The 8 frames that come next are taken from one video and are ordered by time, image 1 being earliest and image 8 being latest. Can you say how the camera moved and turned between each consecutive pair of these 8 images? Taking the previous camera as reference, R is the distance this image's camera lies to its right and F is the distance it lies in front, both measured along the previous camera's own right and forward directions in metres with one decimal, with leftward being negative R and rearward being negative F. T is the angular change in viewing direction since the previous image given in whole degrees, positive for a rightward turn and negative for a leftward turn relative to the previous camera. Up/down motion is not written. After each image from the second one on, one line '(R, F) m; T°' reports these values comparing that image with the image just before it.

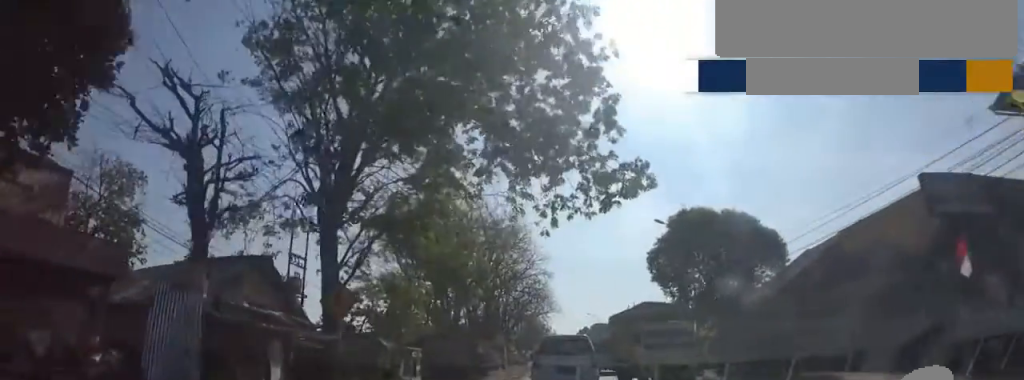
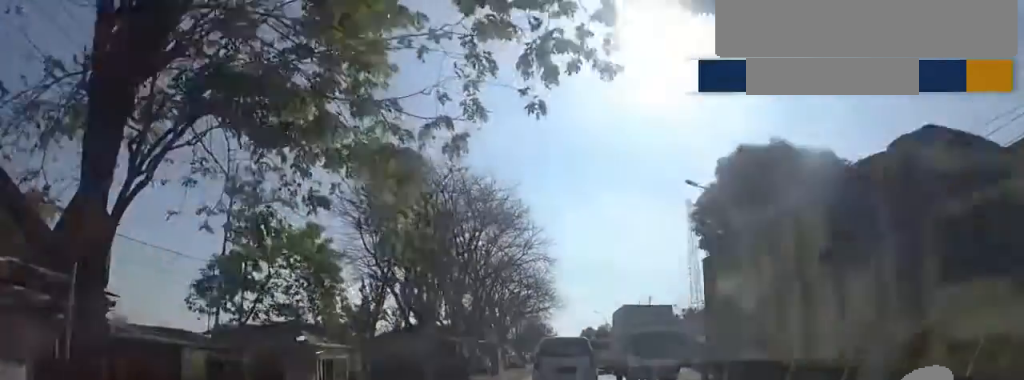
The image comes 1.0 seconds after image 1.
(0.0, +7.0) m; 0°
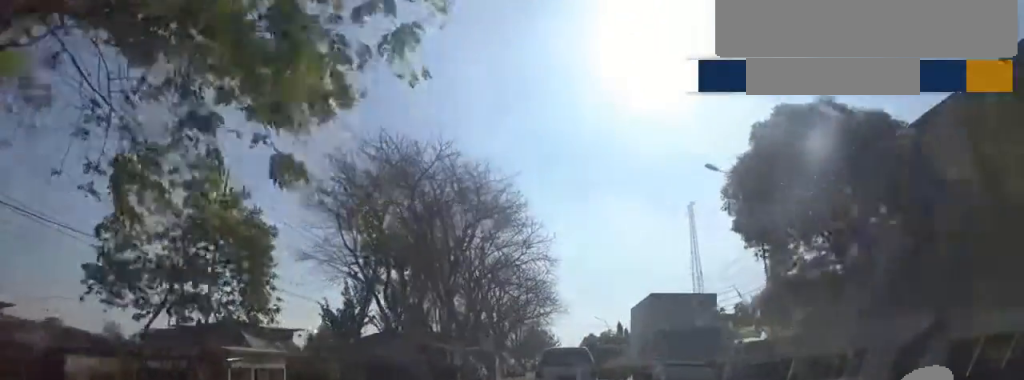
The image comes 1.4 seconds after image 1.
(0.0, +3.1) m; 0°
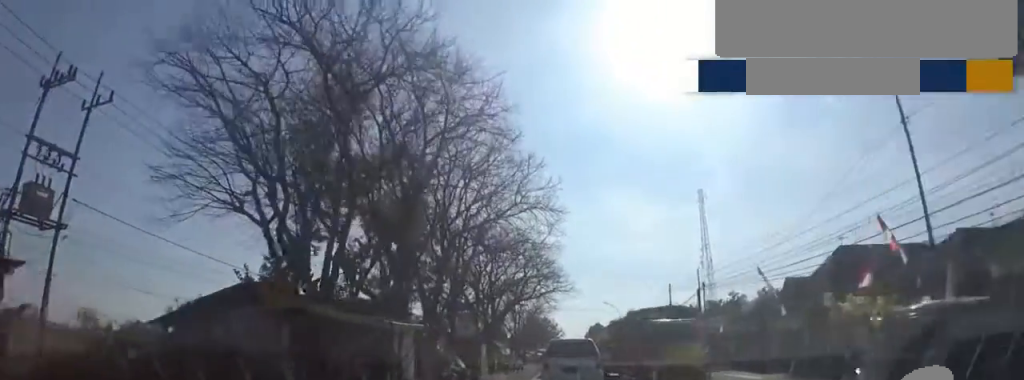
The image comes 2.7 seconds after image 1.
(0.0, +9.9) m; 0°
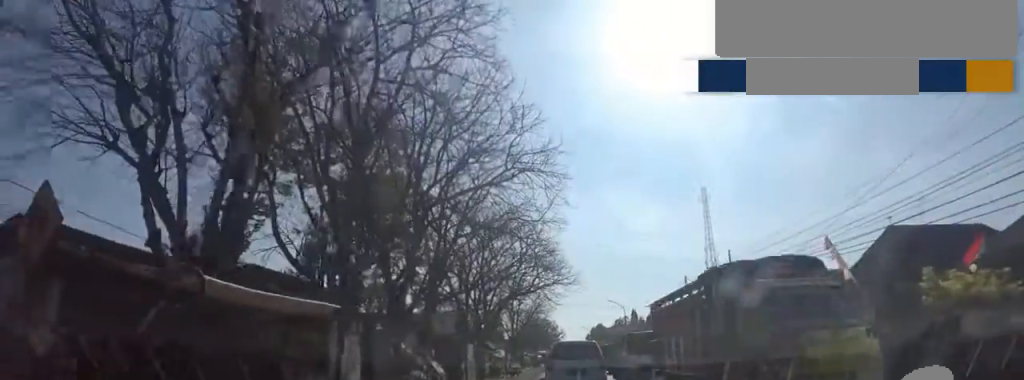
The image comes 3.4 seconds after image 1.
(0.0, +5.1) m; 0°
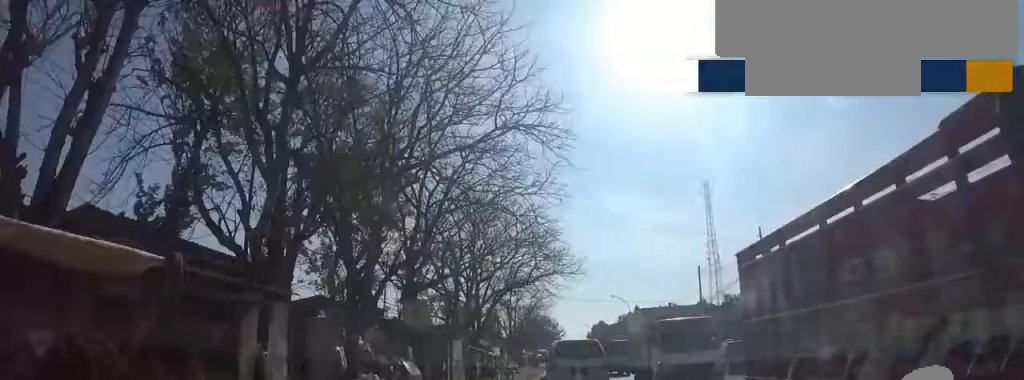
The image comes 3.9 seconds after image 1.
(0.0, +3.6) m; 0°
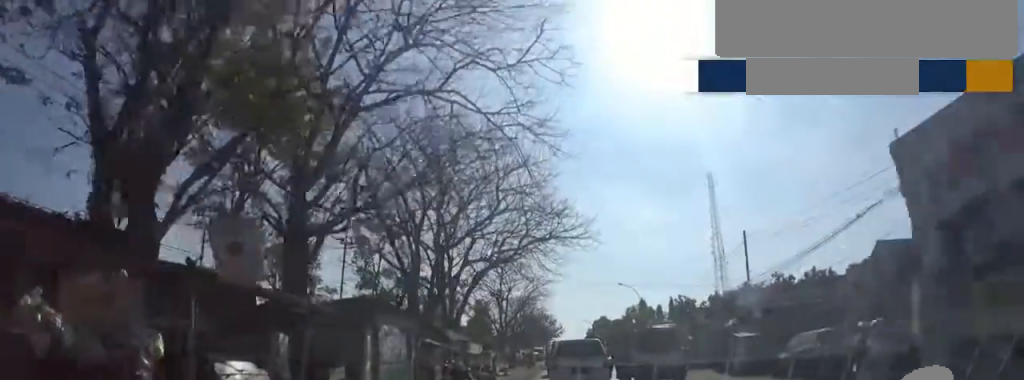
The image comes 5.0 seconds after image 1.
(0.0, +8.5) m; 0°
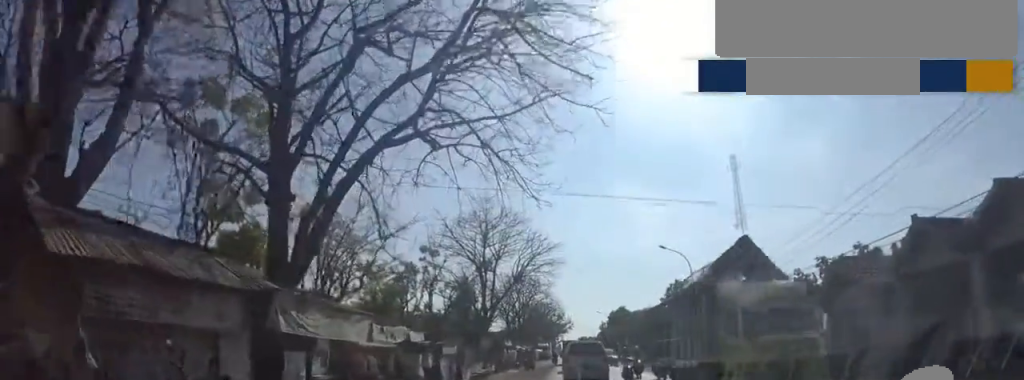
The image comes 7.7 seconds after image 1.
(0.0, +16.6) m; 0°
